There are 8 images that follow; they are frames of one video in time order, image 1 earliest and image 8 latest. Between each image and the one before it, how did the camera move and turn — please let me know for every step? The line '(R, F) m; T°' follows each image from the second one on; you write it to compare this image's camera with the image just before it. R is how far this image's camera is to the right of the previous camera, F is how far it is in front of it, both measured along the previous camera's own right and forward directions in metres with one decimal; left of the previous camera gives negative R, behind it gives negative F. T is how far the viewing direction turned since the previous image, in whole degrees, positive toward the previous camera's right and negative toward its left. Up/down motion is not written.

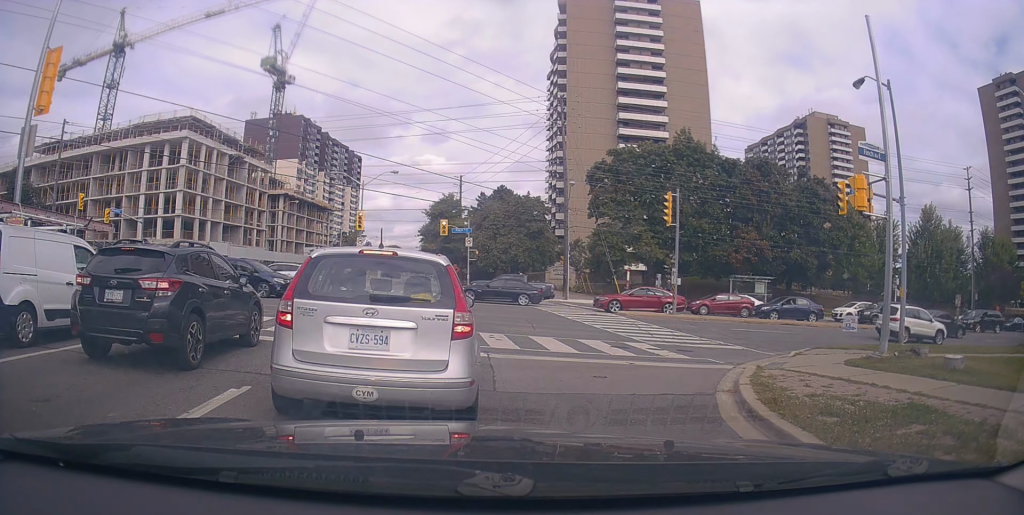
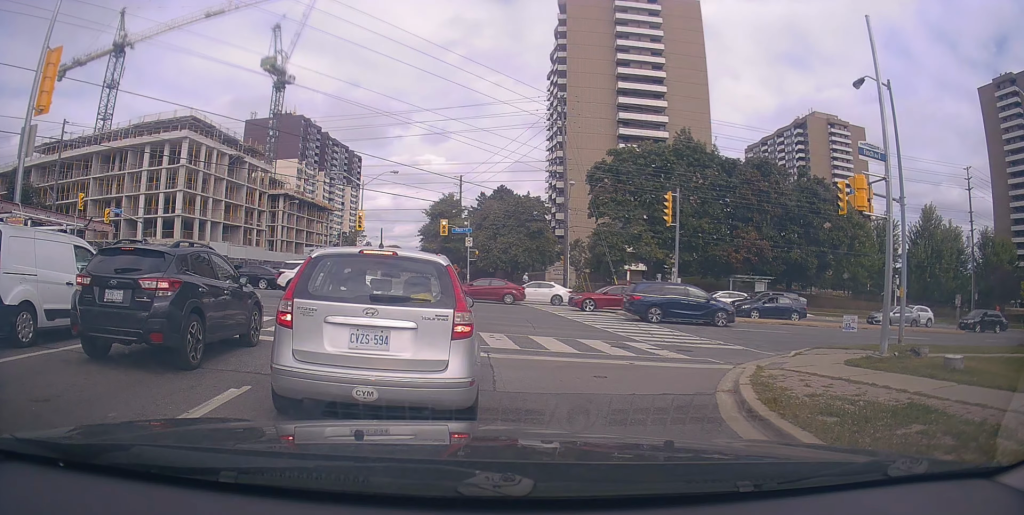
(0.0, 0.0) m; 0°
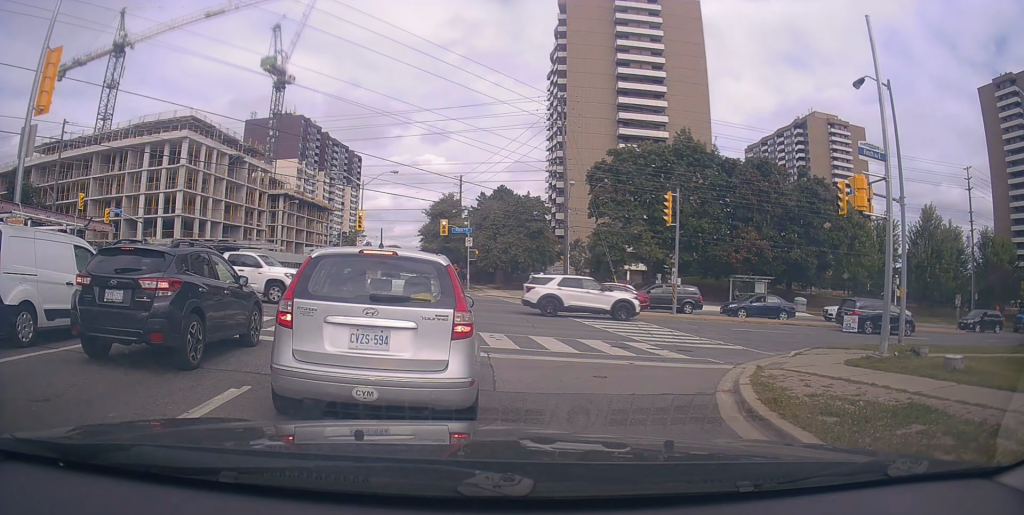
(0.0, 0.0) m; 0°
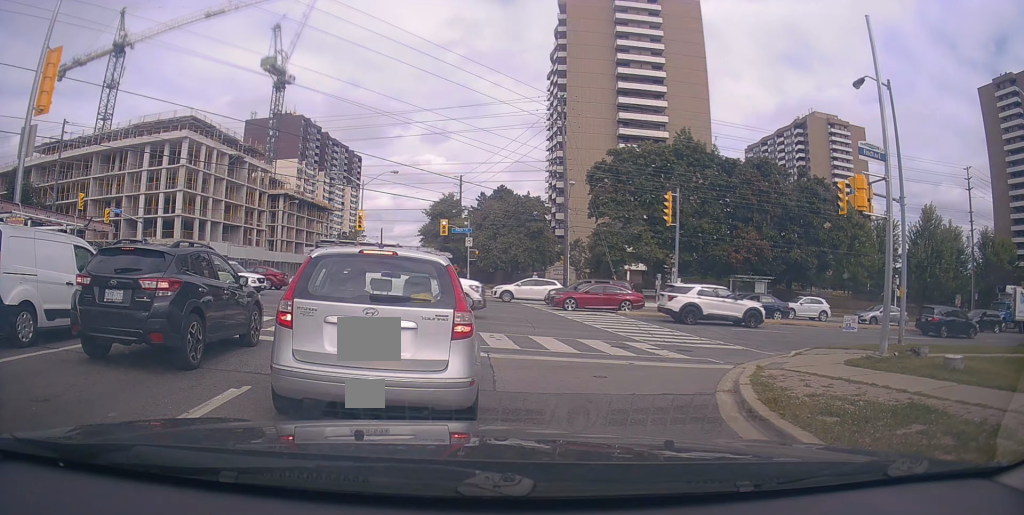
(0.0, 0.0) m; 0°
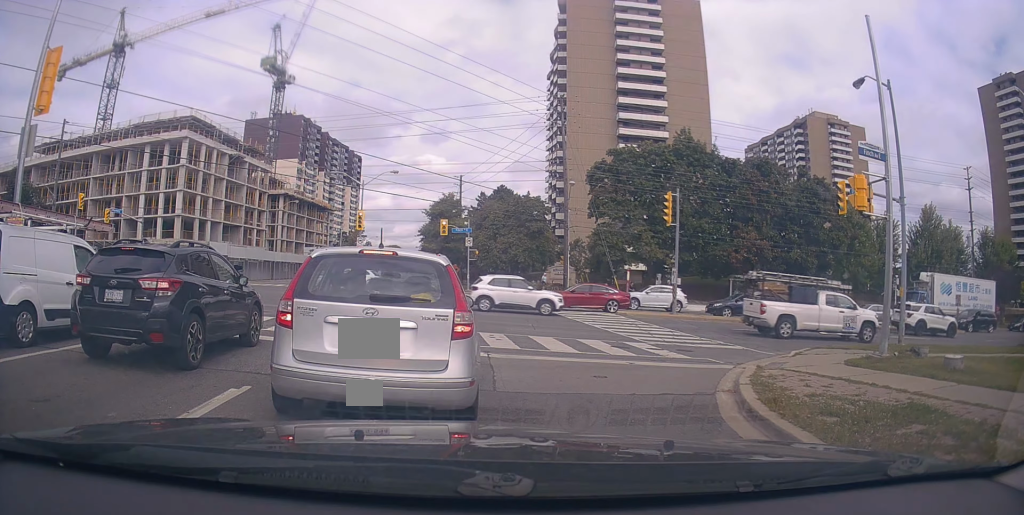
(0.0, 0.0) m; 0°
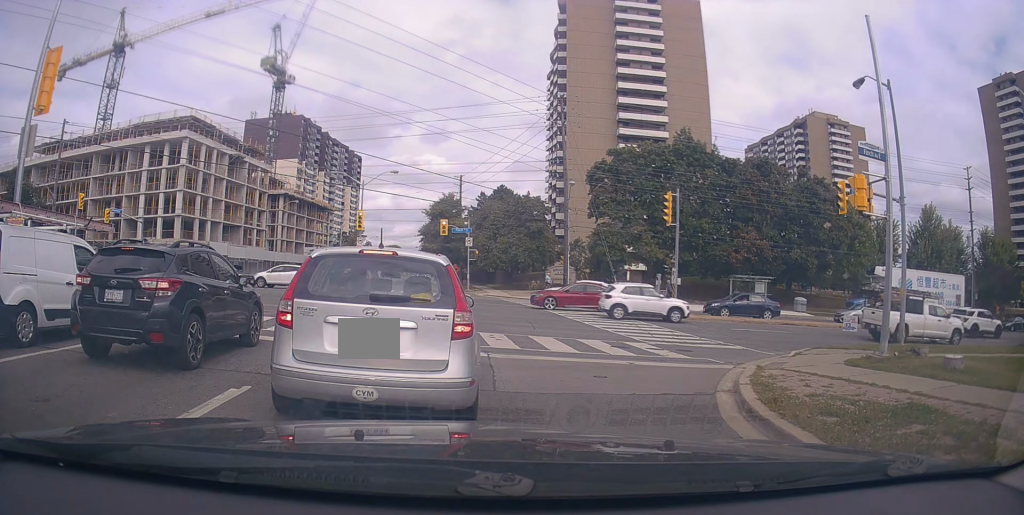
(0.0, 0.0) m; 0°
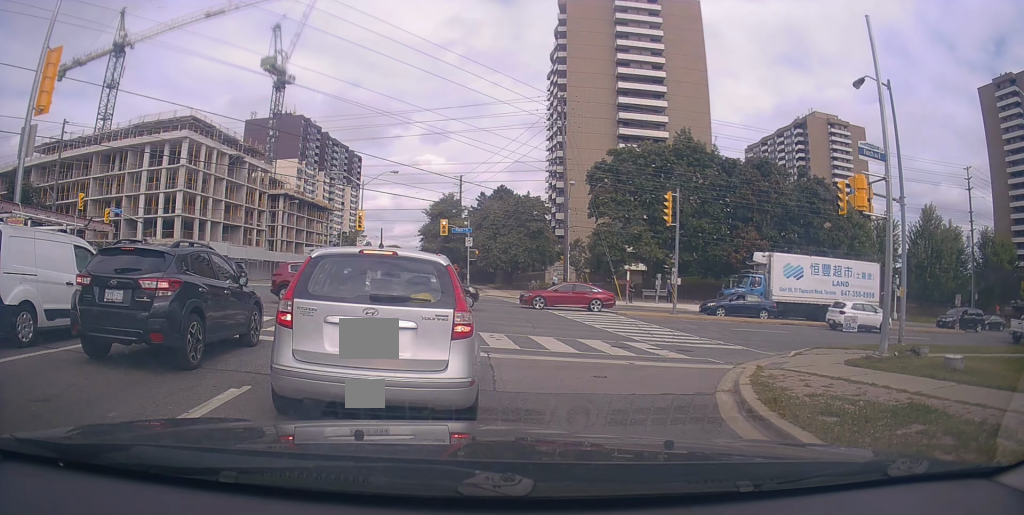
(0.0, 0.0) m; 0°
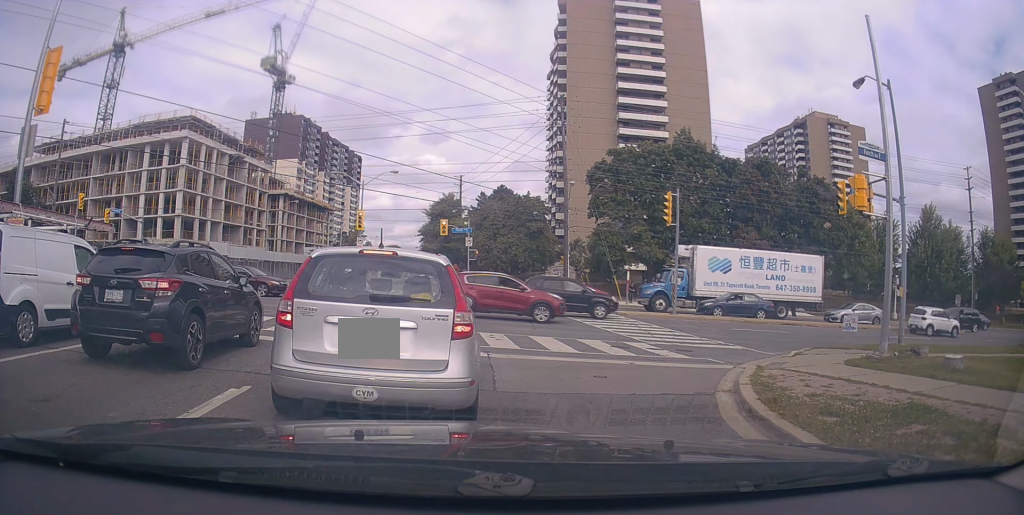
(0.0, 0.0) m; 0°
